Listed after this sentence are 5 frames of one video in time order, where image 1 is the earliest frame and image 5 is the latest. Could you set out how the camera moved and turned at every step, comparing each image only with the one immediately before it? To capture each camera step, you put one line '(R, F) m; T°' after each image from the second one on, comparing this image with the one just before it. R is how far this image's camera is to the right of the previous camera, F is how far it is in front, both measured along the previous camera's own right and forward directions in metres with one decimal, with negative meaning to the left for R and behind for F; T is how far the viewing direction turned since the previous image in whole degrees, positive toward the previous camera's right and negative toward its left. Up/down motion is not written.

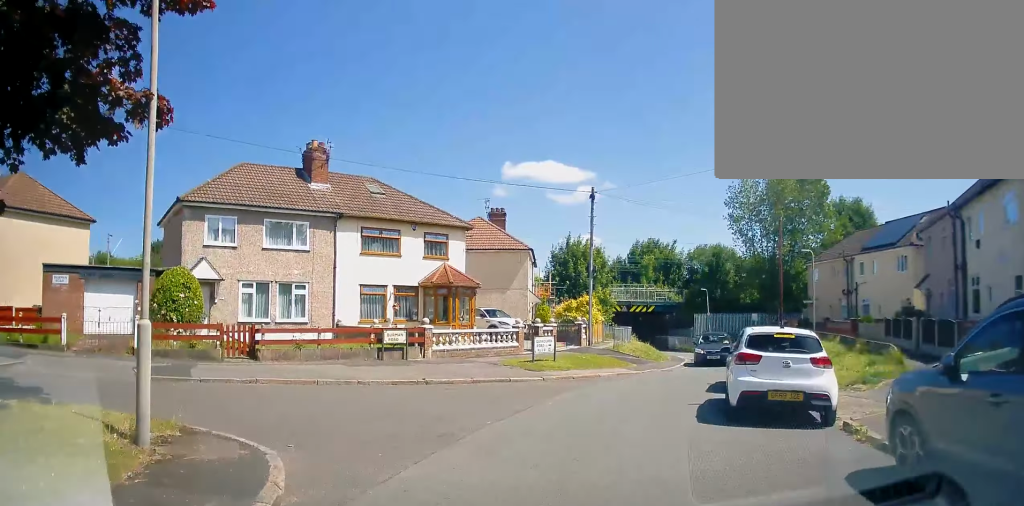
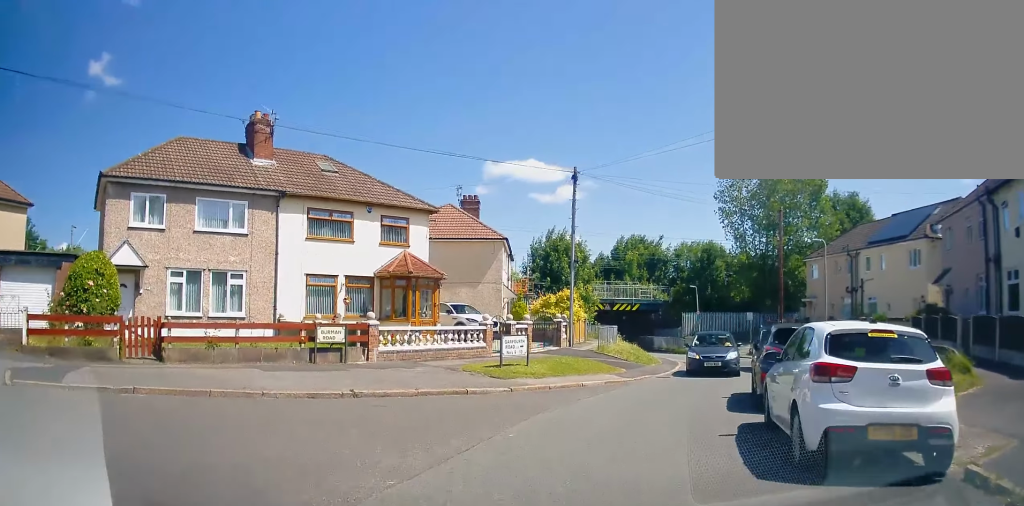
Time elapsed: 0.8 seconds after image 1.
(0.0, +3.7) m; +1°
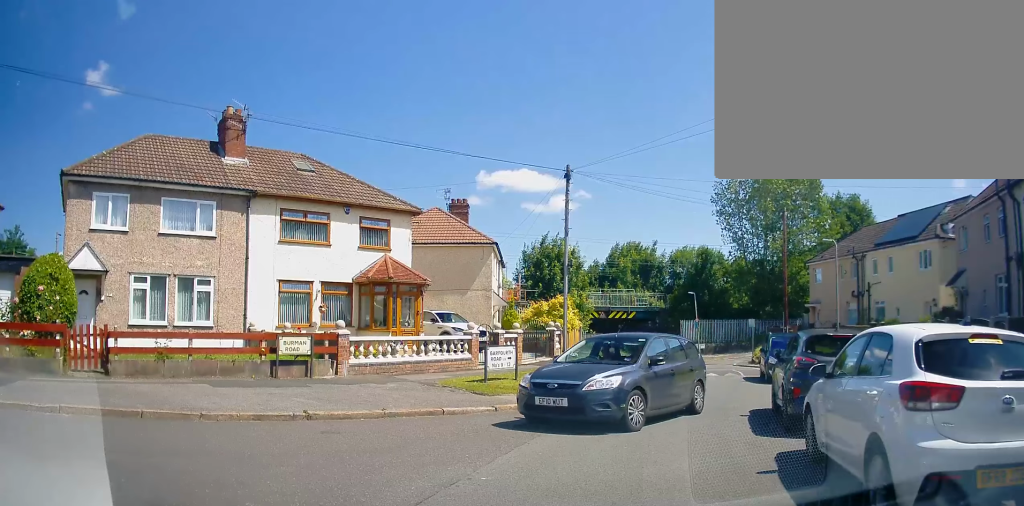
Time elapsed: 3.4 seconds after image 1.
(-0.3, +4.9) m; 0°
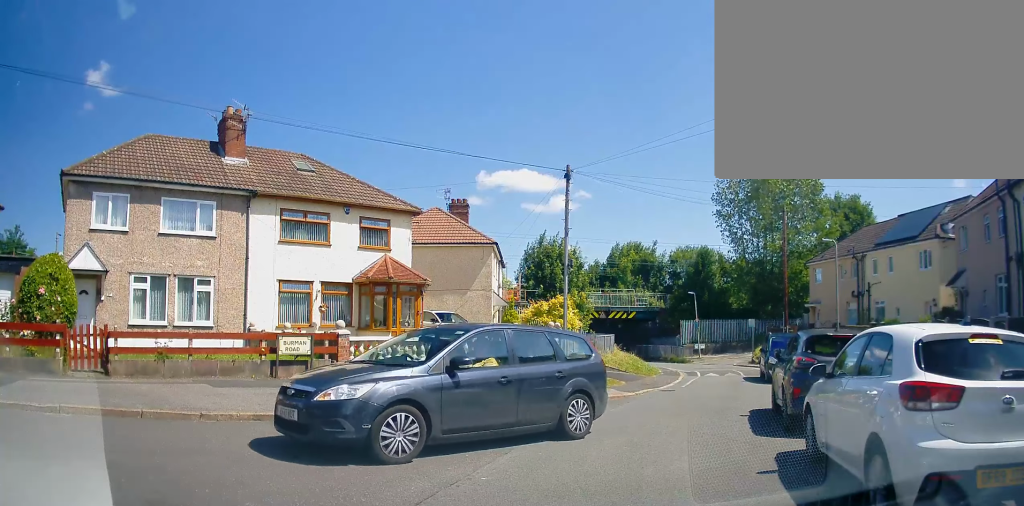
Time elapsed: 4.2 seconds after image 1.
(0.0, 0.0) m; 0°
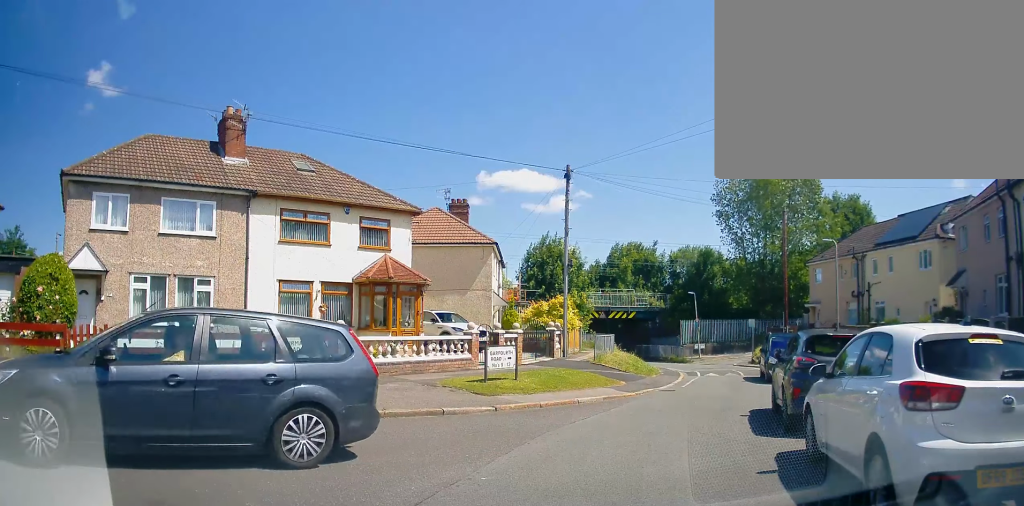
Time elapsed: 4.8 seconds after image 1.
(0.0, 0.0) m; 0°
